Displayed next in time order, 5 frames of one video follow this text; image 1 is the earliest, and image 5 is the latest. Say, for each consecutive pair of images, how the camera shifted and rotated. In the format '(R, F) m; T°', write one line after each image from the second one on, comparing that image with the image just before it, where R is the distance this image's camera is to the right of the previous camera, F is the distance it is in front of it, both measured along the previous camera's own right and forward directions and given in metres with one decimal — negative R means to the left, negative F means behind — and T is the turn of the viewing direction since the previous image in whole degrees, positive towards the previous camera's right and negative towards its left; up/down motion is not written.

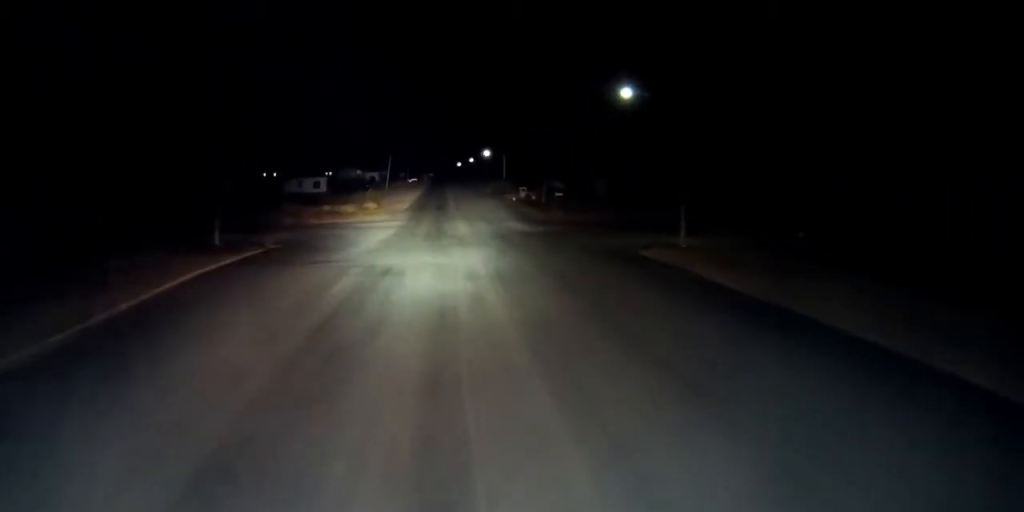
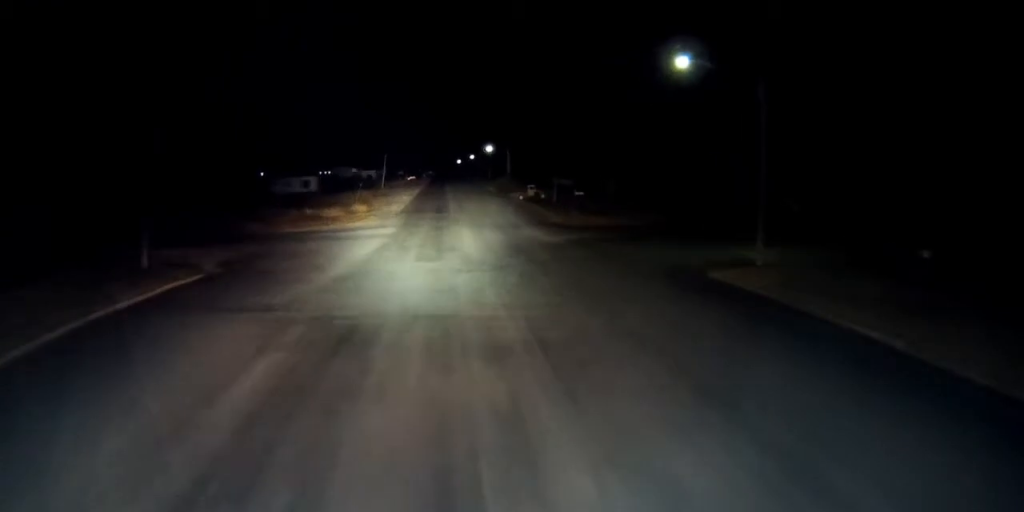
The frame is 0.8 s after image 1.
(0.0, +10.1) m; 0°
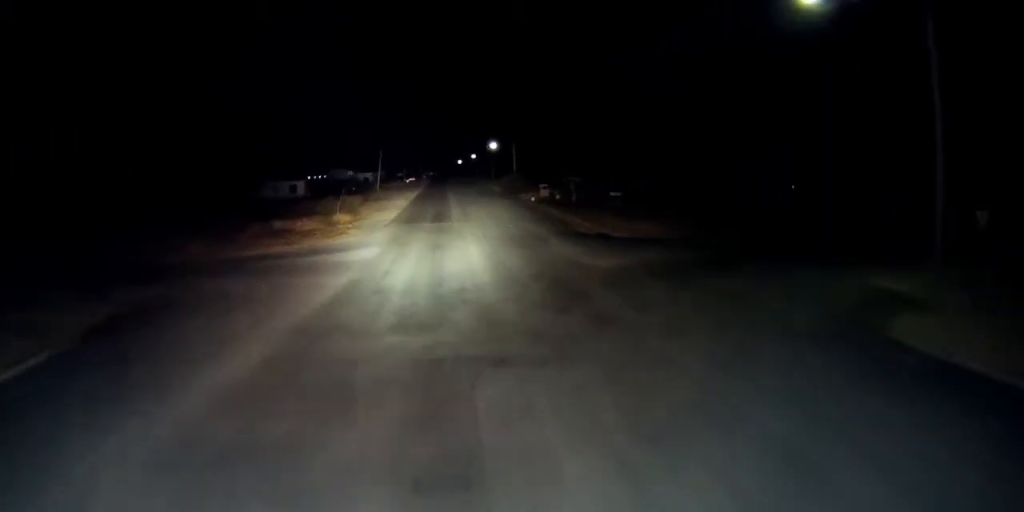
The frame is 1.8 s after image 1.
(+0.1, +12.2) m; 0°
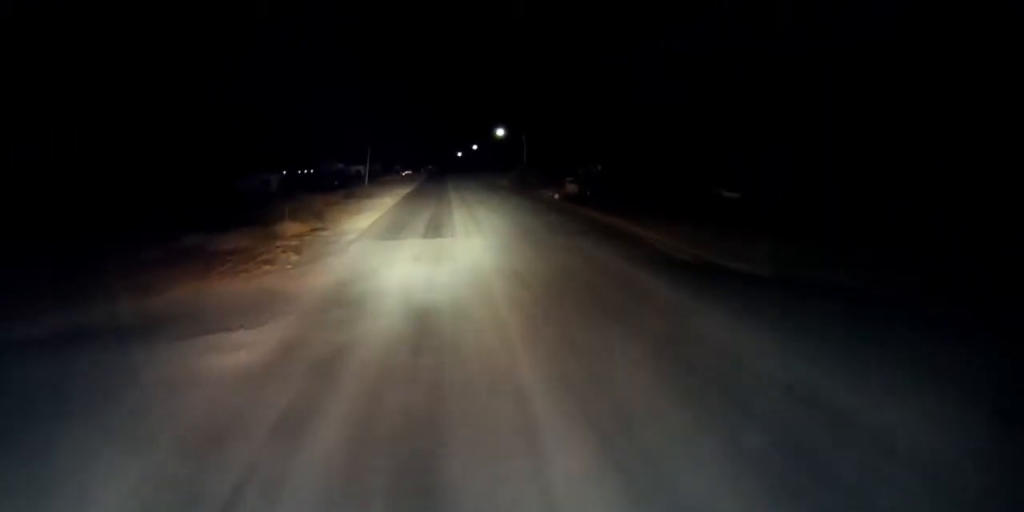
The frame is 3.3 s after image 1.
(-0.1, +18.4) m; 0°
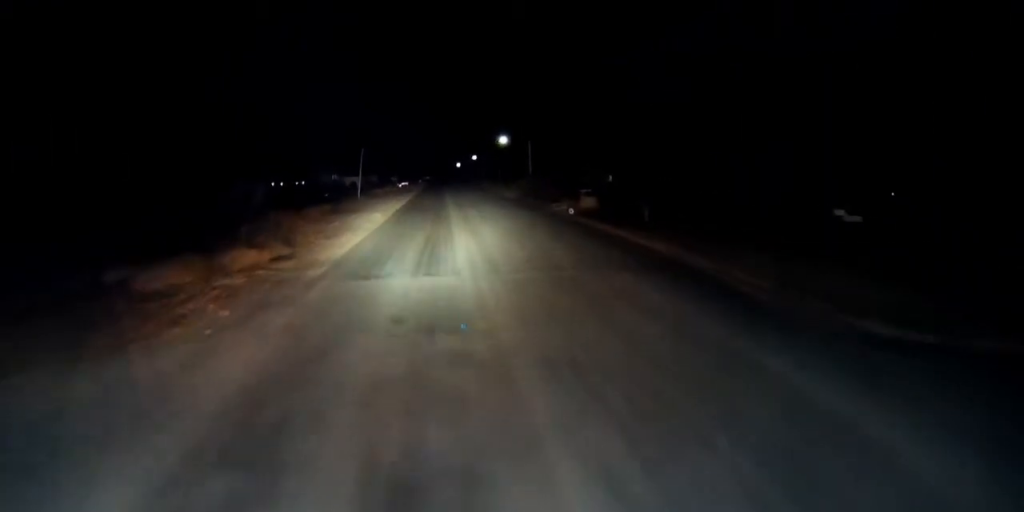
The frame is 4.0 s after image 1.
(0.0, +8.5) m; 0°
